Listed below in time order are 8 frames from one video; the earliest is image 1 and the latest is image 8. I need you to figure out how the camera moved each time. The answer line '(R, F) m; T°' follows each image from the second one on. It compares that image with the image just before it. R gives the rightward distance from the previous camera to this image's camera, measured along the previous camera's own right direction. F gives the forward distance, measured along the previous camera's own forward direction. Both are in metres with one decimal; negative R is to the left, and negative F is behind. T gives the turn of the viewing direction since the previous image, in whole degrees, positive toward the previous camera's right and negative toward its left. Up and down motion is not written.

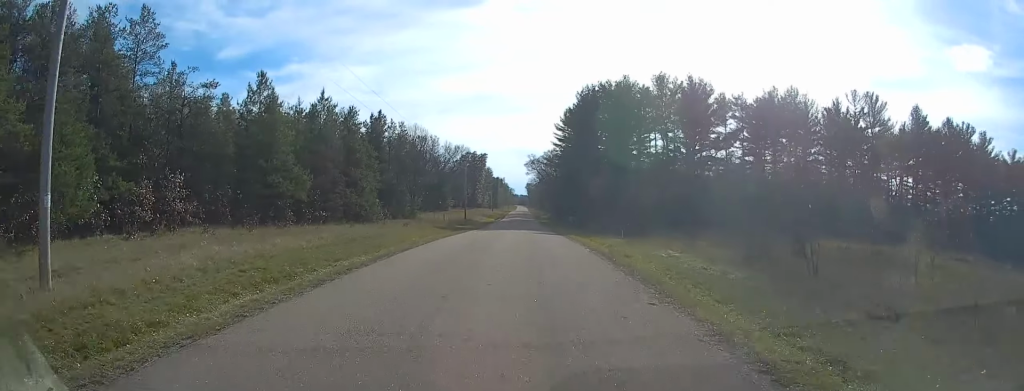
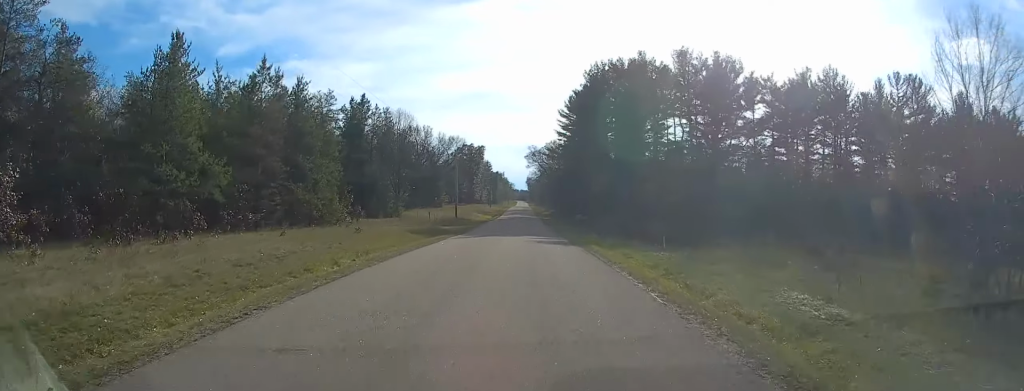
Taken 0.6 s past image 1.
(0.0, +13.3) m; 0°
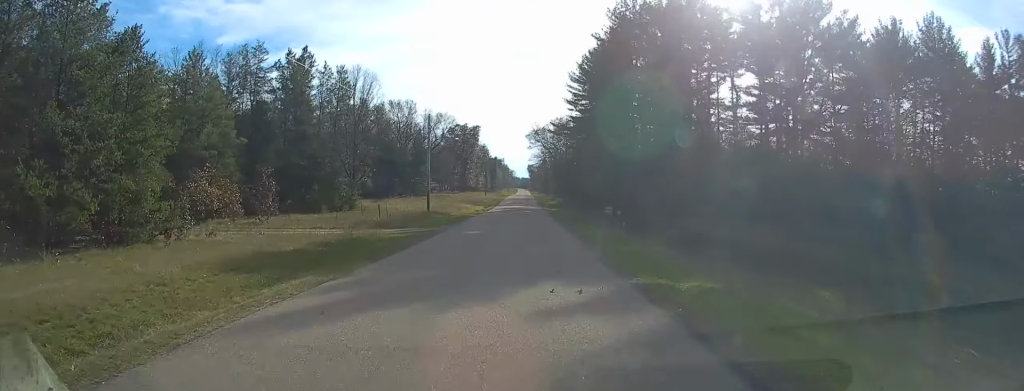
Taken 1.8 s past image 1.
(0.0, +24.9) m; 0°
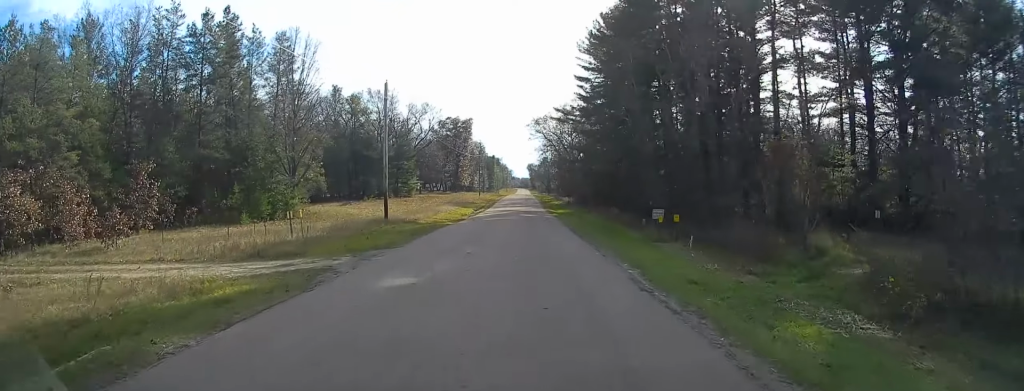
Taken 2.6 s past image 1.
(0.0, +17.7) m; 0°
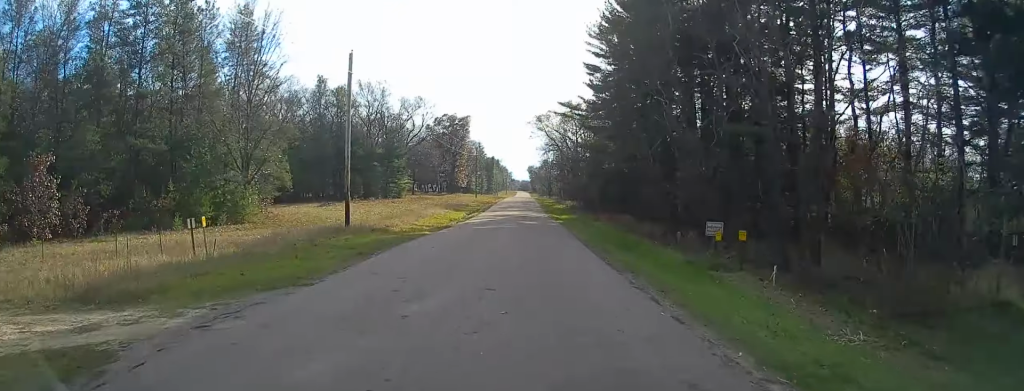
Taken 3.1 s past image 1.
(0.0, +8.9) m; 0°
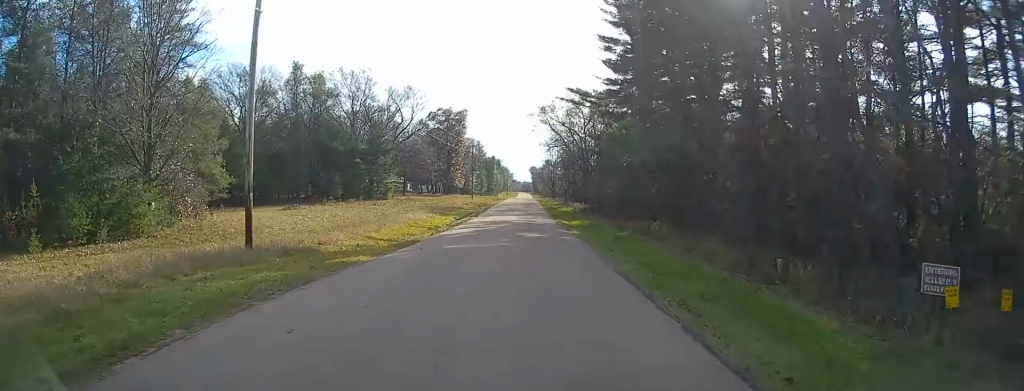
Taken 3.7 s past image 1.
(0.0, +11.7) m; -1°
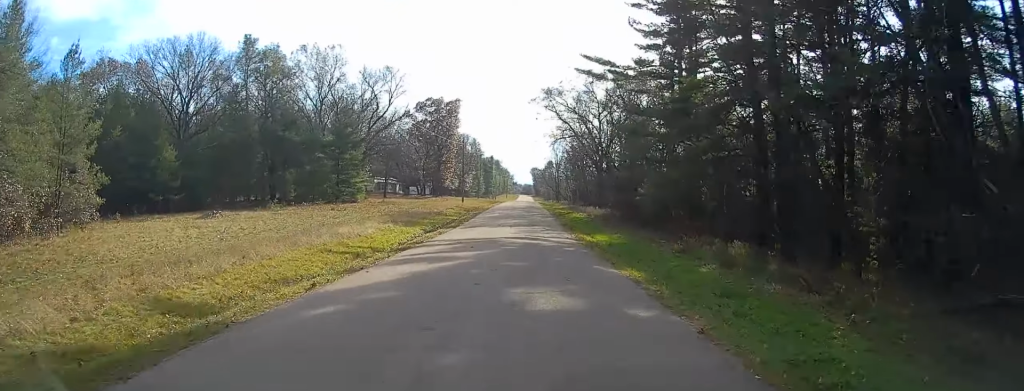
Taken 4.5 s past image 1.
(-0.3, +16.9) m; 0°
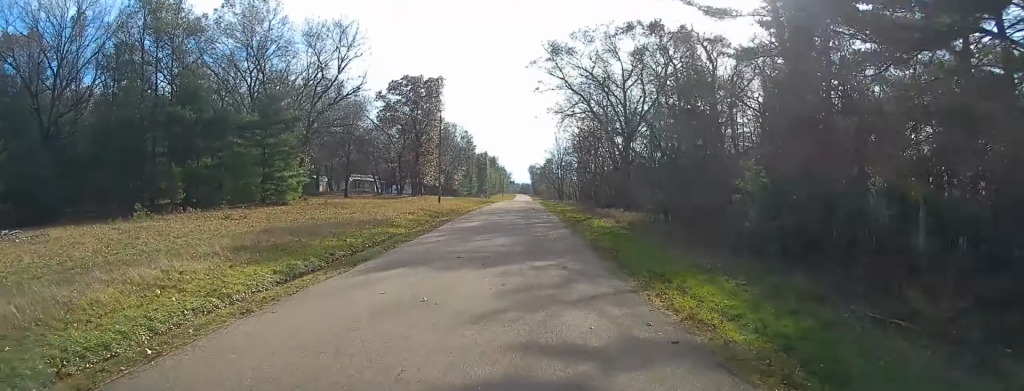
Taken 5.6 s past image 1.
(+0.1, +21.3) m; +1°
